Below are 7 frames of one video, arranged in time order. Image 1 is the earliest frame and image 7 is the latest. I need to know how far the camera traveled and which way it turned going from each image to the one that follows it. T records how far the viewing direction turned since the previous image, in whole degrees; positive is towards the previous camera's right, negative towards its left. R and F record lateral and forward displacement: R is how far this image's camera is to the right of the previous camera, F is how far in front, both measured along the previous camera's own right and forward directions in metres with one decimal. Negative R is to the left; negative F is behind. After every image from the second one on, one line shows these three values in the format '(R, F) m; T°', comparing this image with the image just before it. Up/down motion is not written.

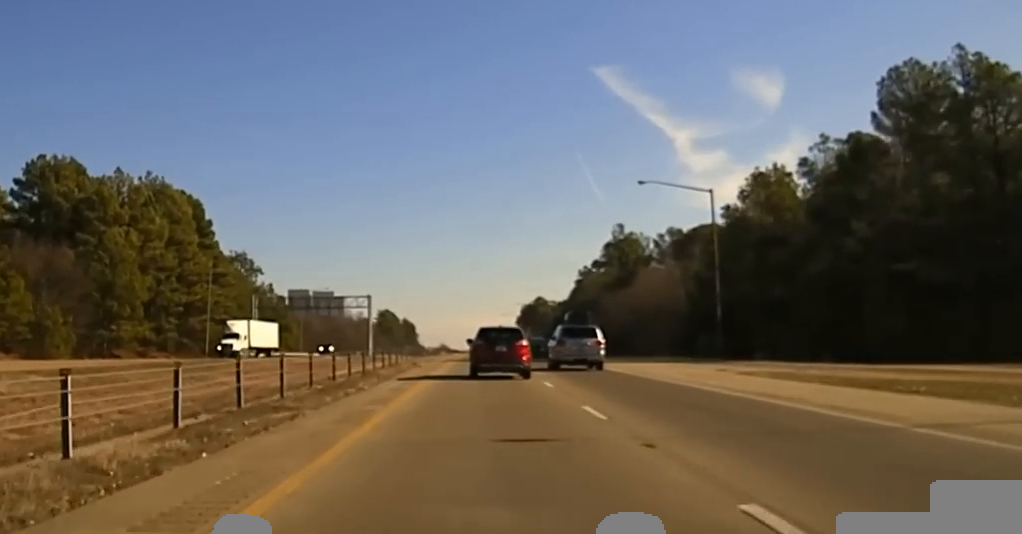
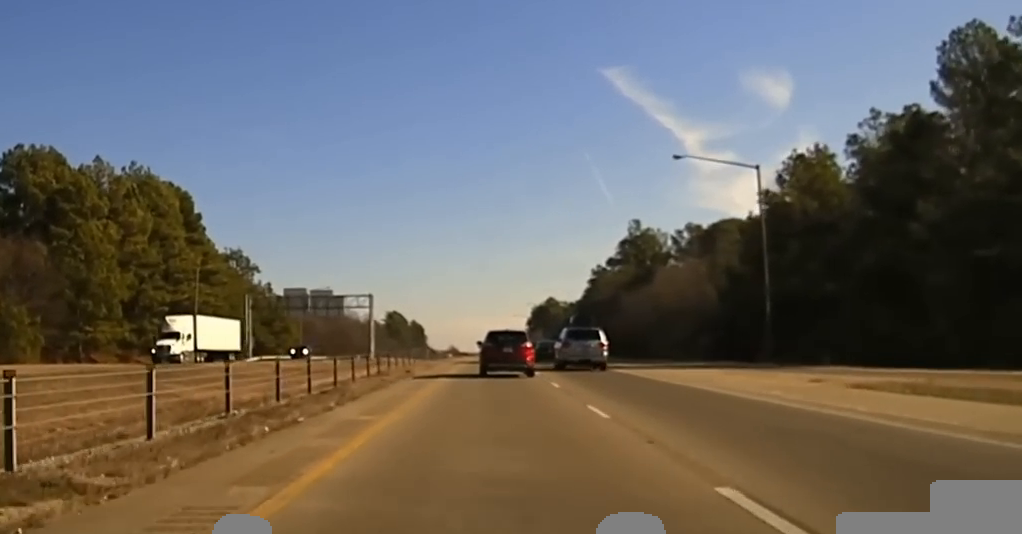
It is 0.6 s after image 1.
(0.0, +14.2) m; 0°
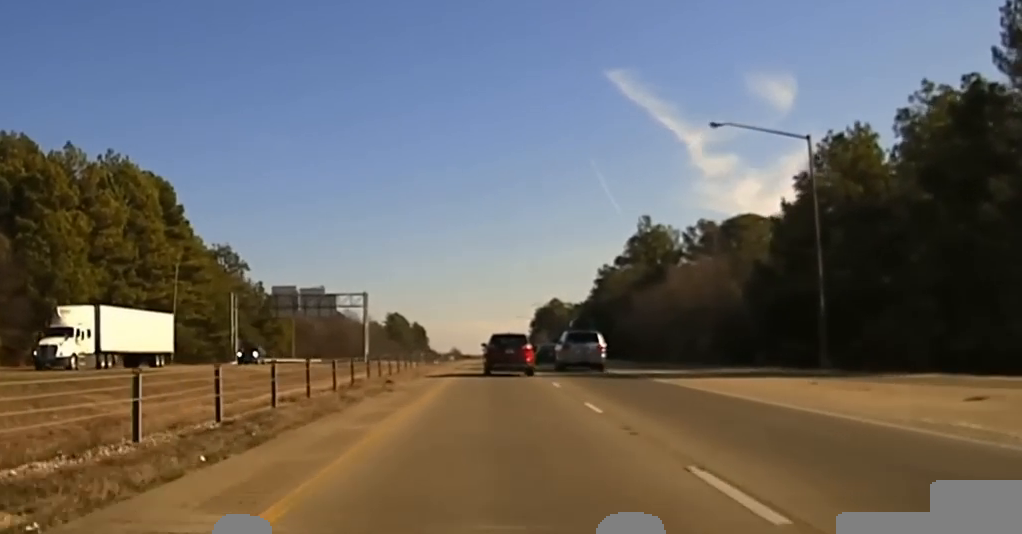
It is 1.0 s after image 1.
(0.0, +10.1) m; 0°
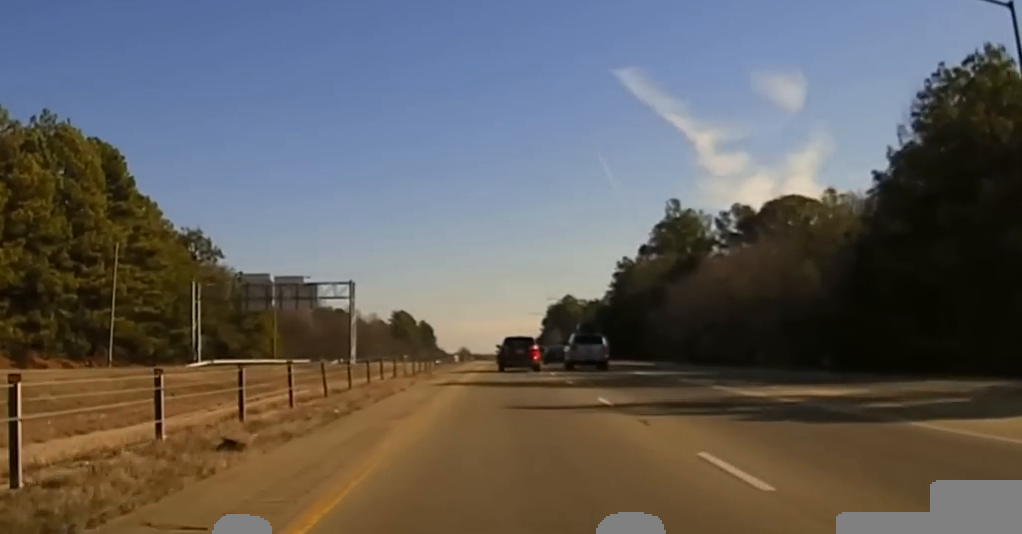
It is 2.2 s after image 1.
(0.0, +25.3) m; 0°
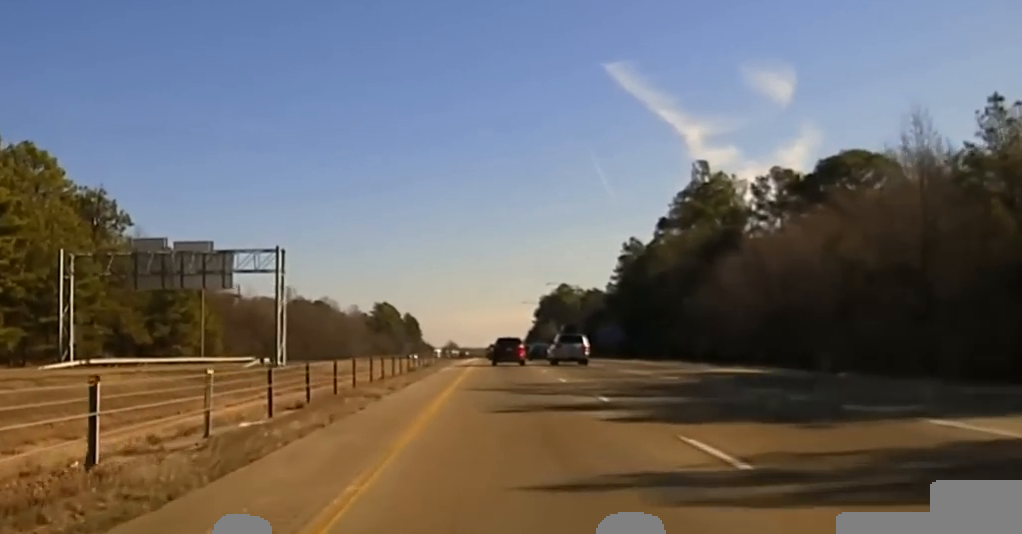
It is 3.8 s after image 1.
(0.0, +31.8) m; 0°
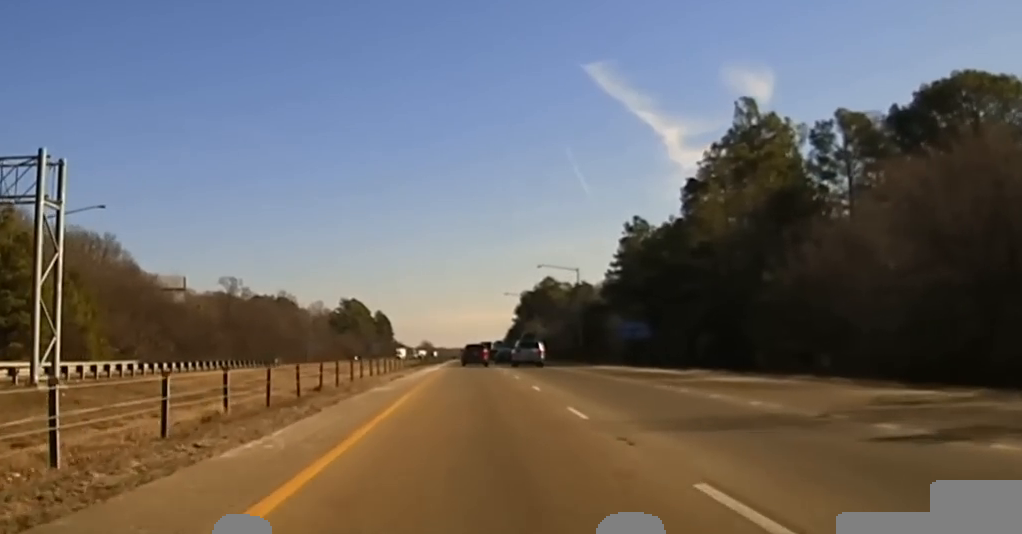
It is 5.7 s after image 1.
(+0.1, +36.7) m; 0°
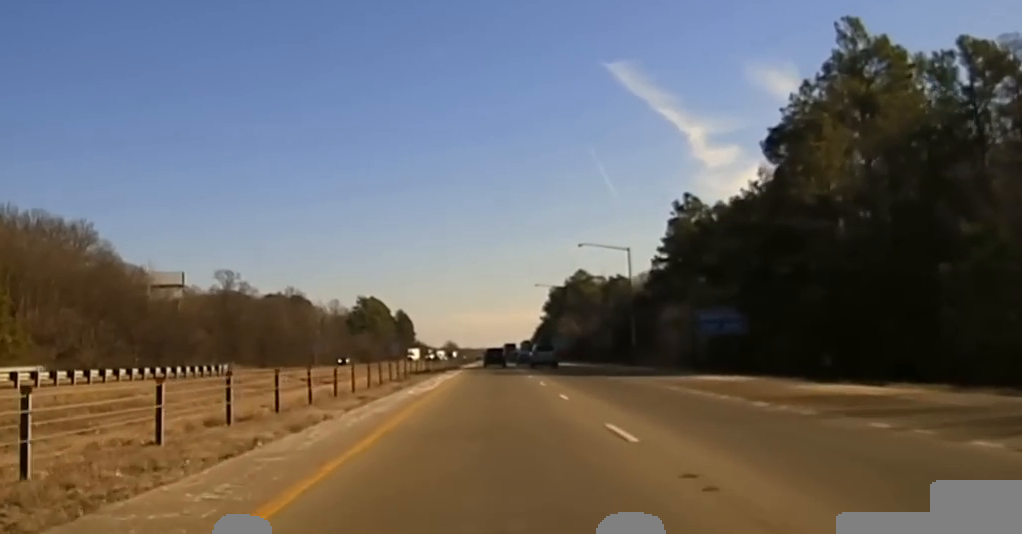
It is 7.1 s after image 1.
(-0.2, +29.2) m; -1°
